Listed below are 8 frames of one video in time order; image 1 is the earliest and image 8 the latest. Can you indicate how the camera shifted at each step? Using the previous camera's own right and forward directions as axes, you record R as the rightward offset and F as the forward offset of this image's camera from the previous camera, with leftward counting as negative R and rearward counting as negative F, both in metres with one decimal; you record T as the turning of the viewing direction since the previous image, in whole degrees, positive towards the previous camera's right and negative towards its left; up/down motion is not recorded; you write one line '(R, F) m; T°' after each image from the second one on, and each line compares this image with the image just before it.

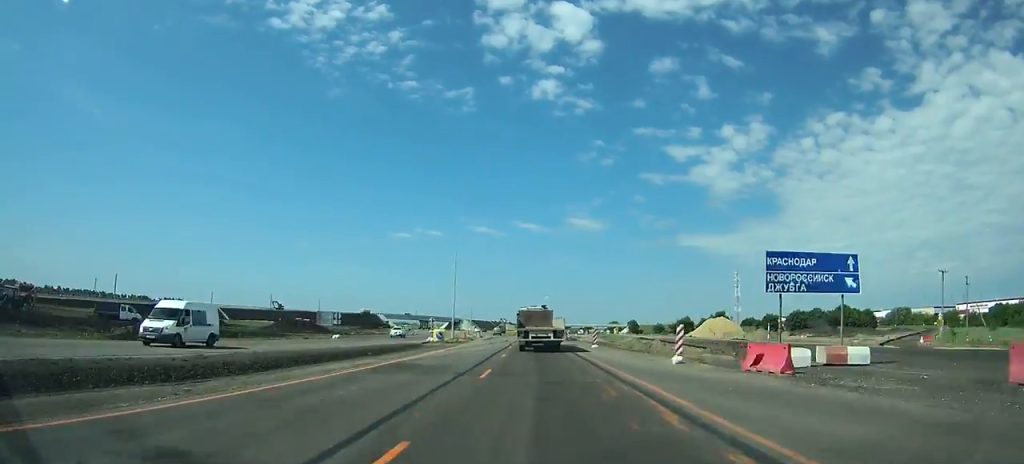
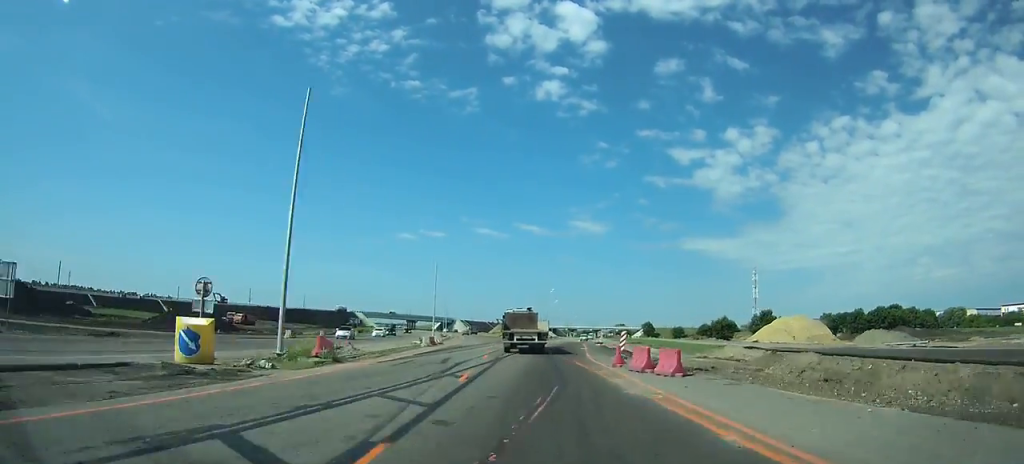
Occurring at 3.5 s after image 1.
(-0.4, +48.8) m; +1°
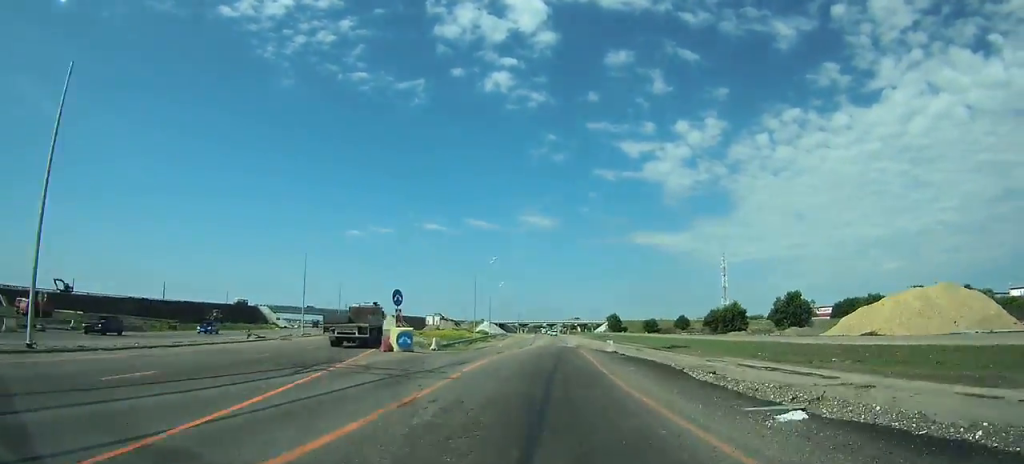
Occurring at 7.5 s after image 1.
(+1.5, +57.9) m; +4°
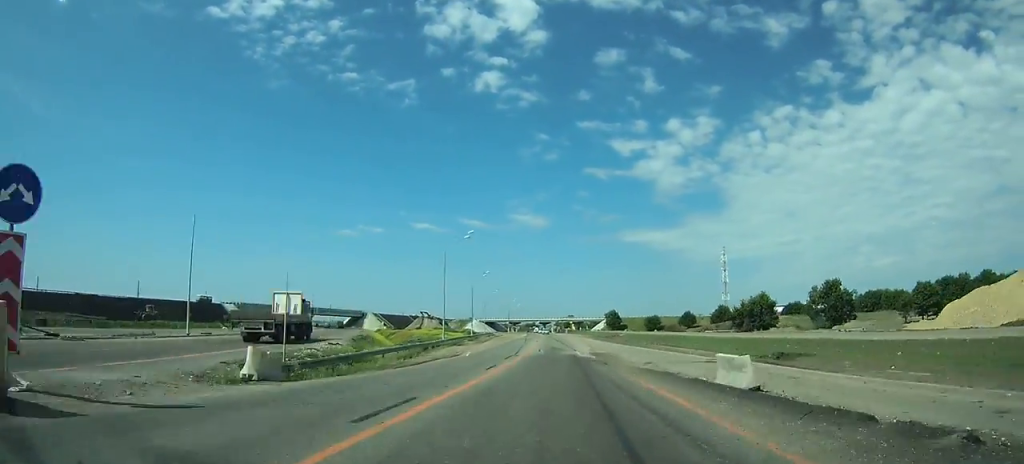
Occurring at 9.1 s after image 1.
(+0.5, +23.8) m; +1°
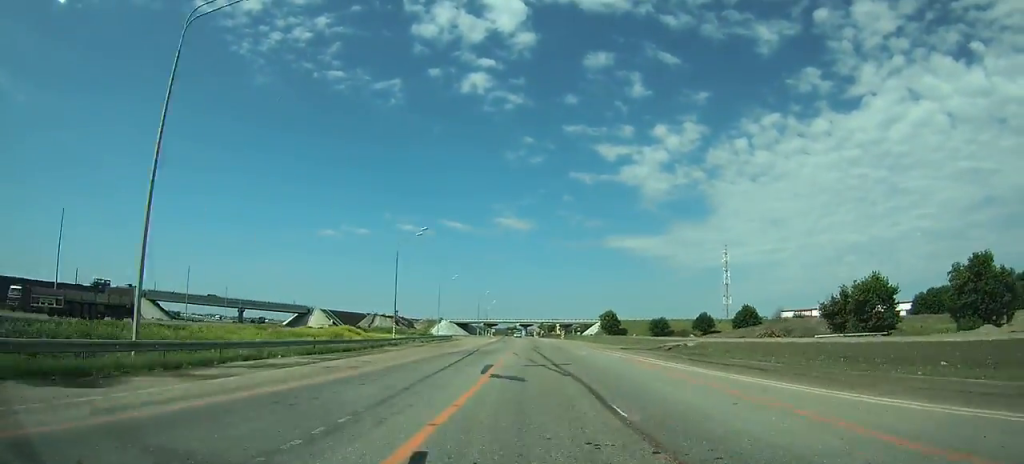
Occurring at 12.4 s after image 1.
(+0.7, +50.8) m; +1°
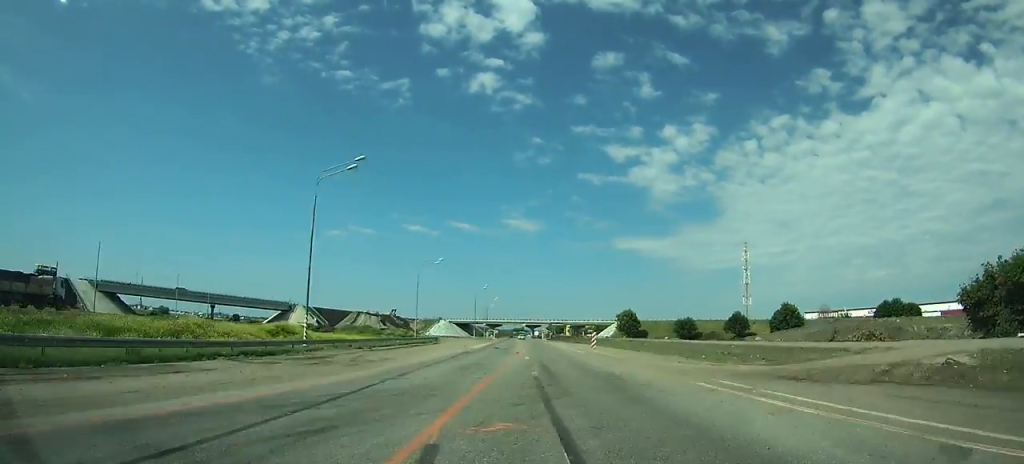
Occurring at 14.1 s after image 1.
(+0.1, +27.6) m; 0°
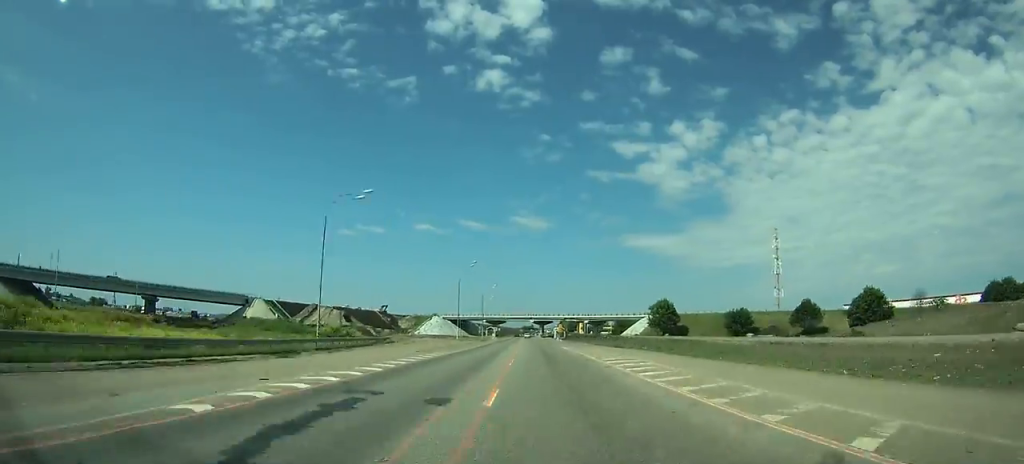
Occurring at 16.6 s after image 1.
(-0.2, +43.6) m; -1°
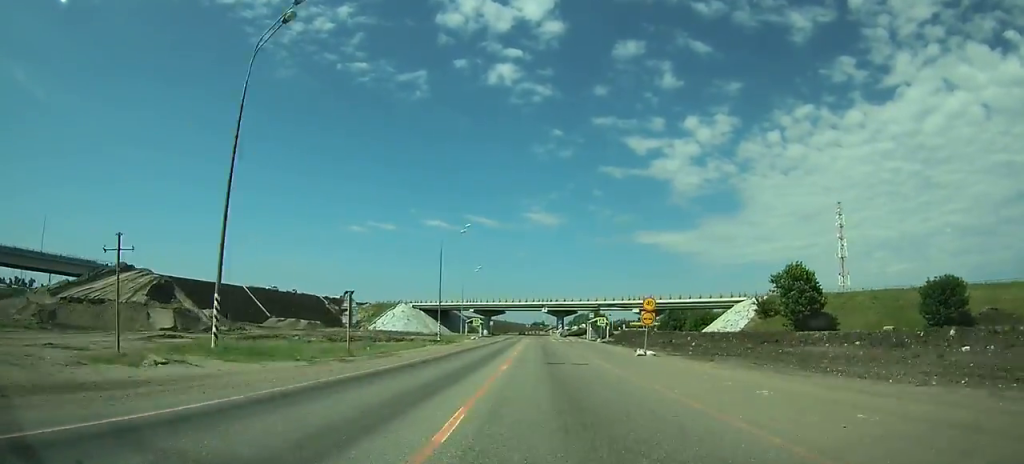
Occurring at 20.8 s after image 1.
(-0.9, +76.0) m; -1°
